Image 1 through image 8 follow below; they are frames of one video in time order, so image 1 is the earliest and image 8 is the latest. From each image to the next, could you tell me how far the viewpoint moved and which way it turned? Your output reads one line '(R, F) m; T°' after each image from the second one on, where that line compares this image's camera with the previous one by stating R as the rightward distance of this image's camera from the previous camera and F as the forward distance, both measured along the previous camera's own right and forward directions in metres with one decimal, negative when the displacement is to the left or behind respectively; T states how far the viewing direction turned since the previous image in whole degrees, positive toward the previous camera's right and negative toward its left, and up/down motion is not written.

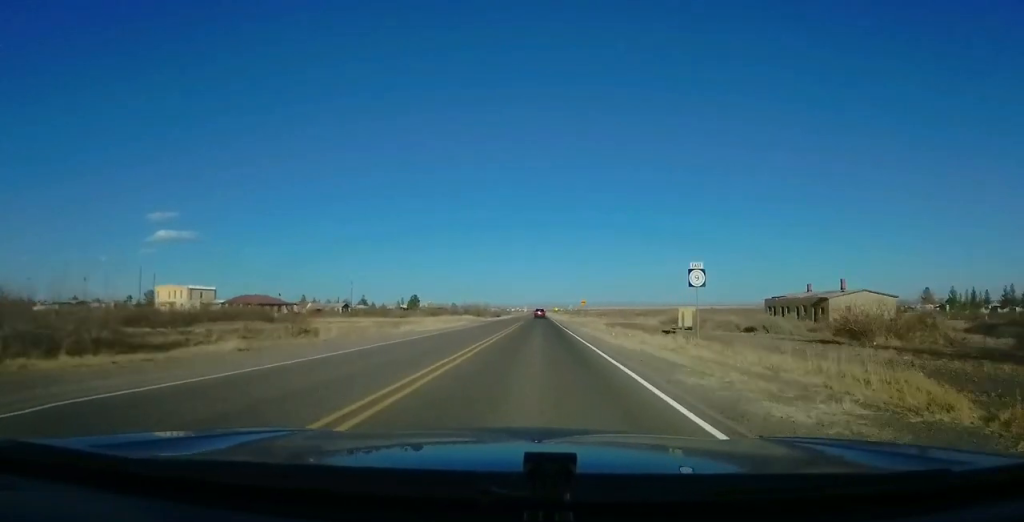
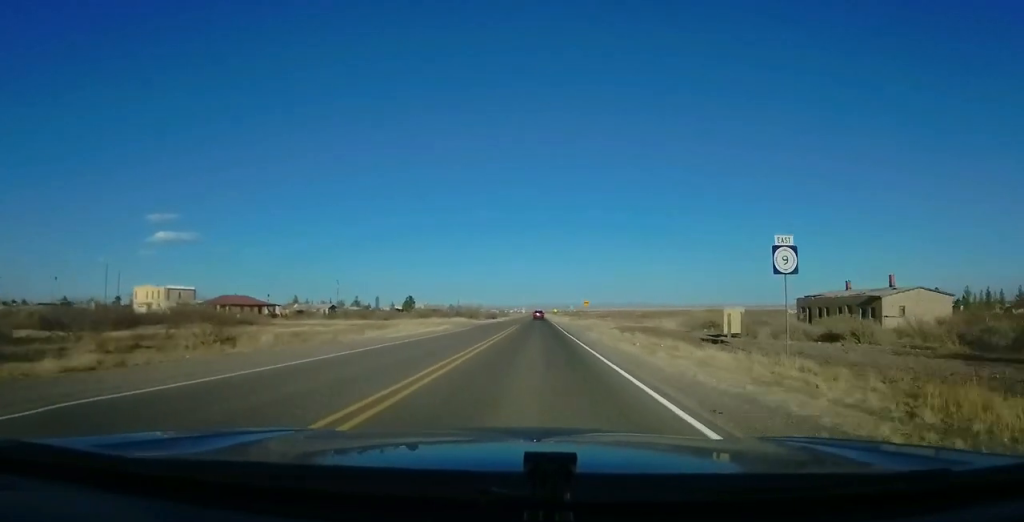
(+0.1, +9.3) m; 0°
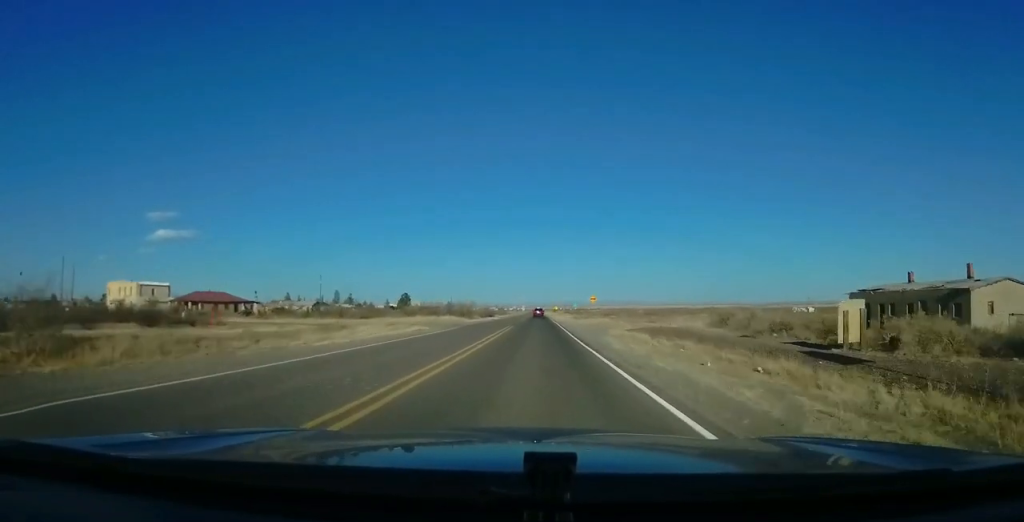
(-0.2, +10.9) m; 0°
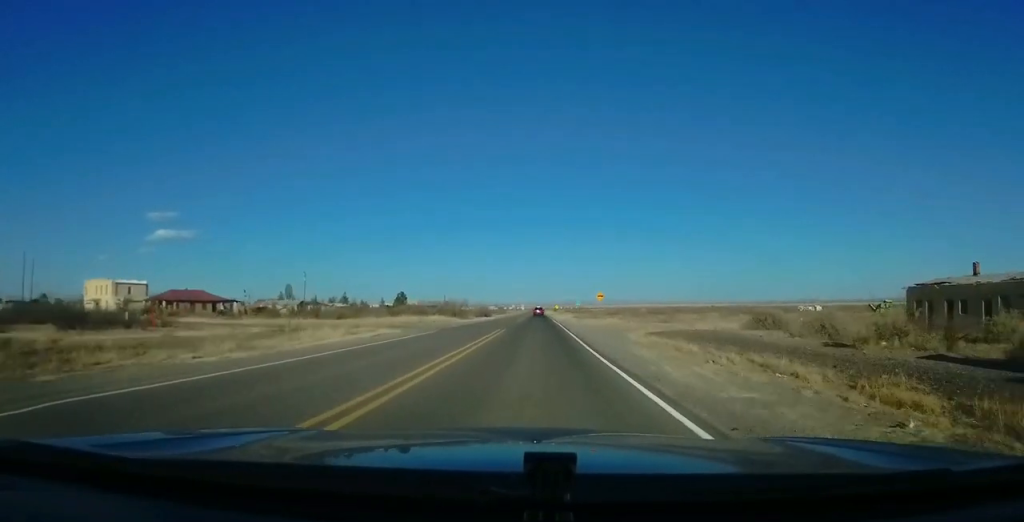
(+0.2, +8.9) m; +1°
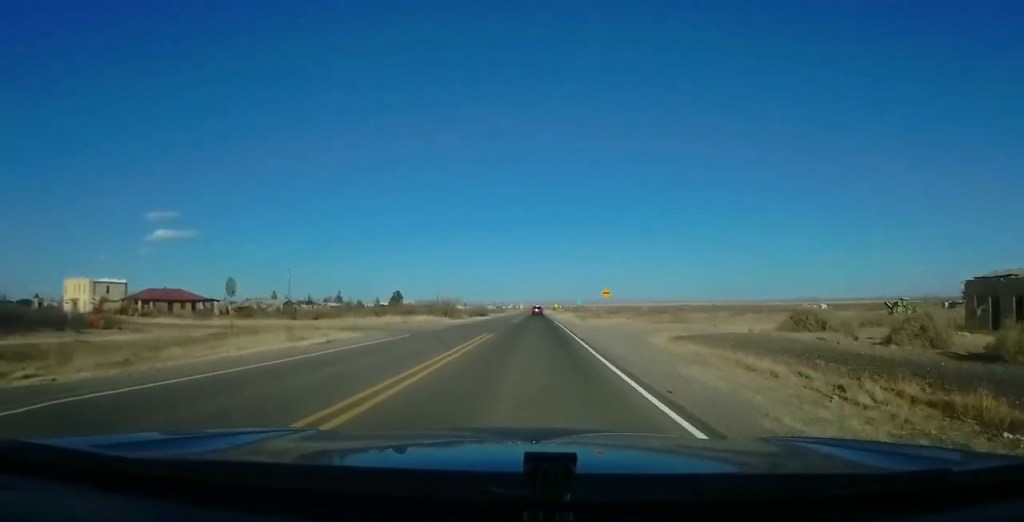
(0.0, +7.1) m; +1°
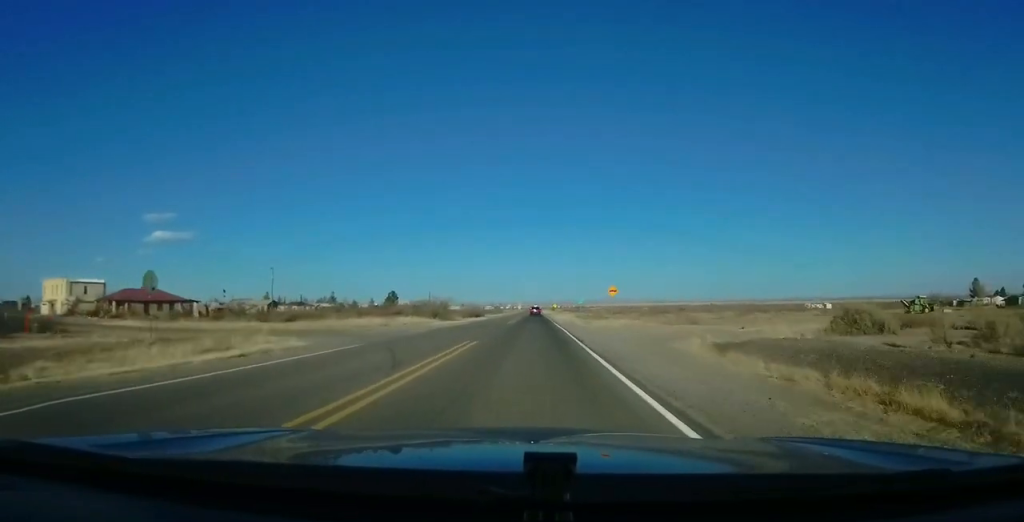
(0.0, +6.8) m; 0°
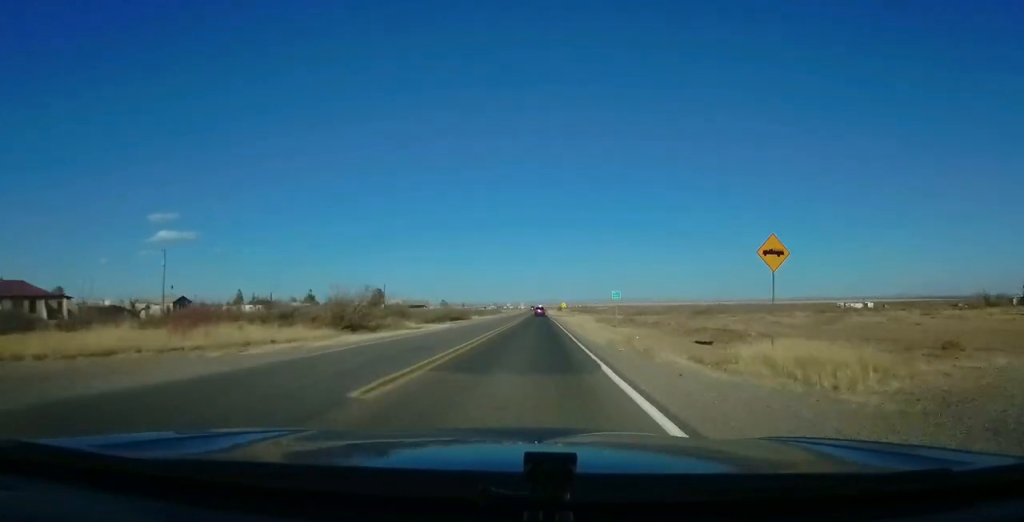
(+0.9, +35.0) m; +1°
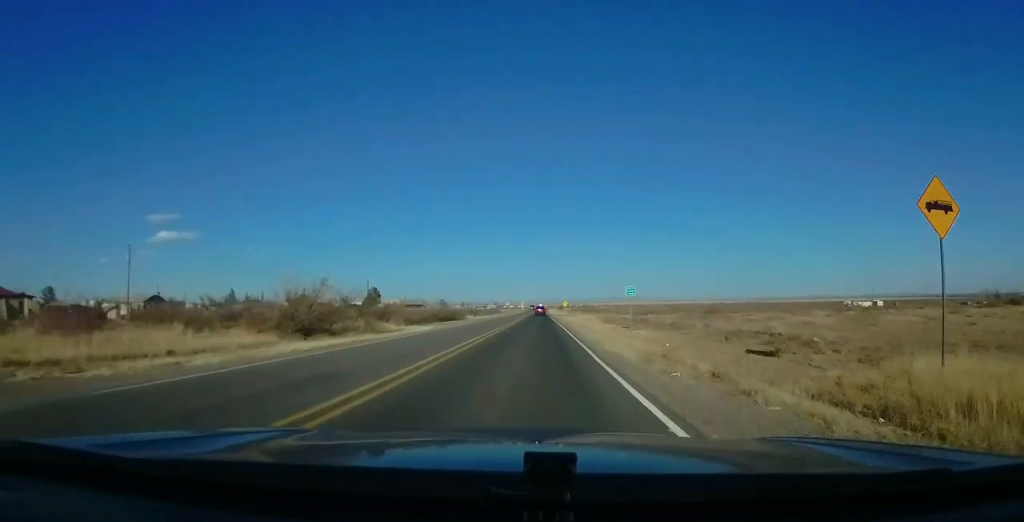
(0.0, +7.5) m; -1°
